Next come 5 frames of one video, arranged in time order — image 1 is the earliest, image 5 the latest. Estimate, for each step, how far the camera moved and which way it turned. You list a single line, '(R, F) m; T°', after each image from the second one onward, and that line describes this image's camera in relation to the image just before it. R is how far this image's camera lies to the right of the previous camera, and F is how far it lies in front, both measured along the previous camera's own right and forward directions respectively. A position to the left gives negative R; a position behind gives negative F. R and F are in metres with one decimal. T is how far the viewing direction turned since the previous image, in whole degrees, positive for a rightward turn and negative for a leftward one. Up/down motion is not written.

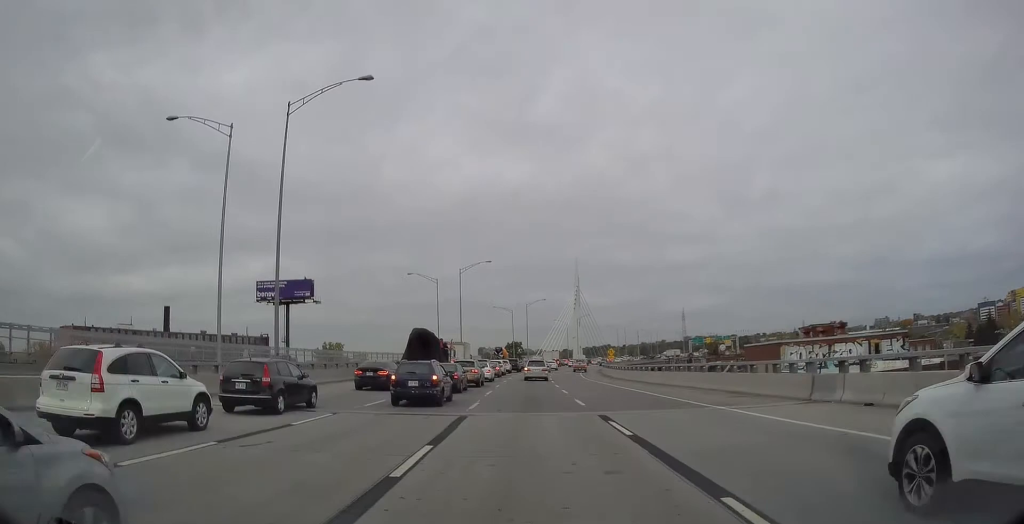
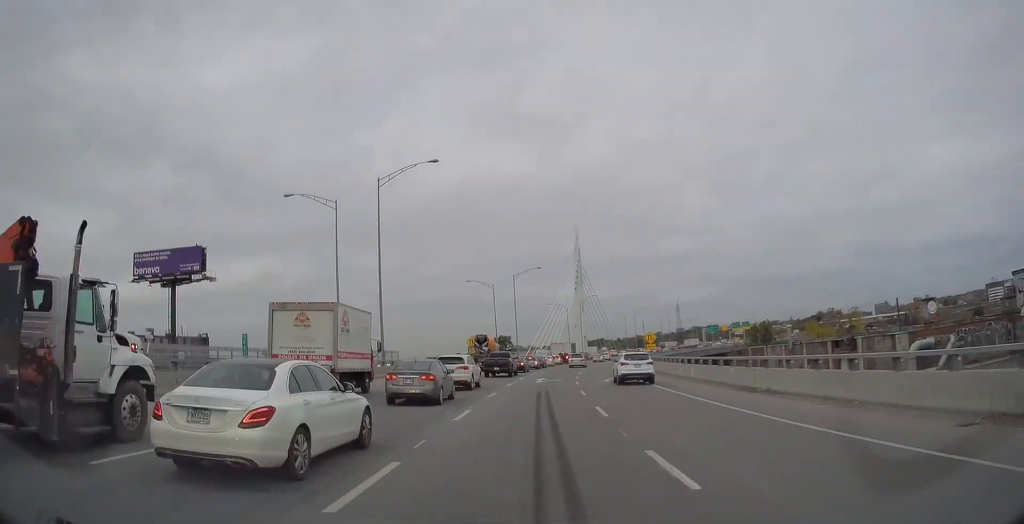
(+0.7, +48.4) m; +3°
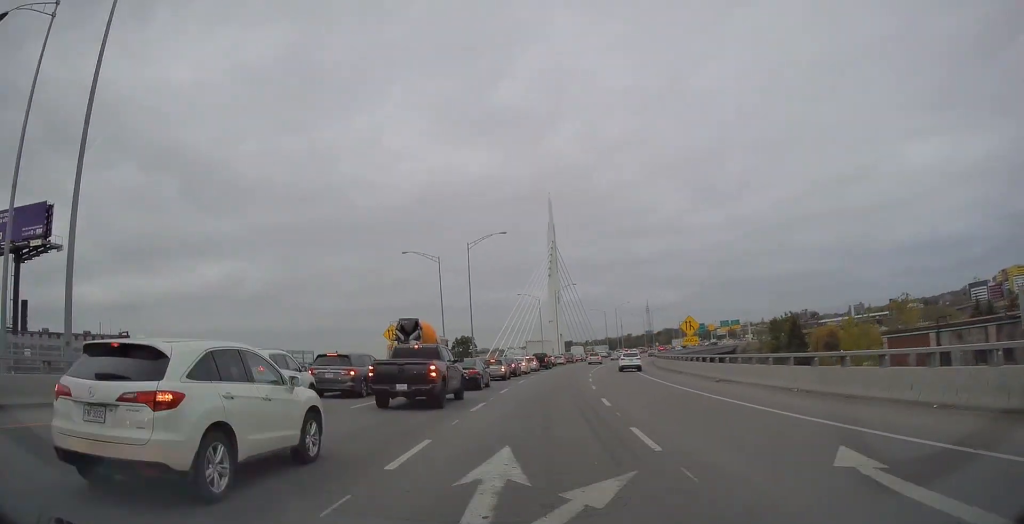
(+0.8, +32.4) m; +3°
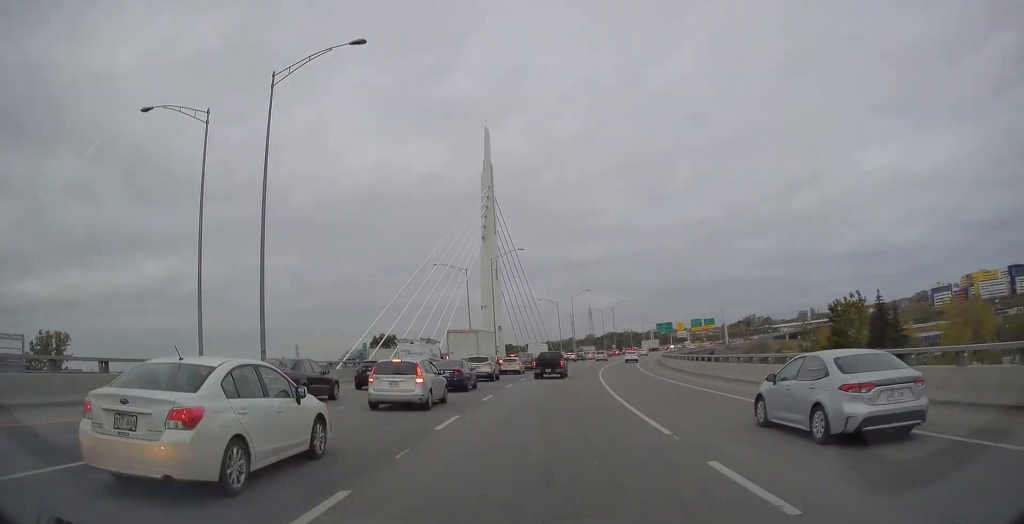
(+2.1, +48.2) m; +5°
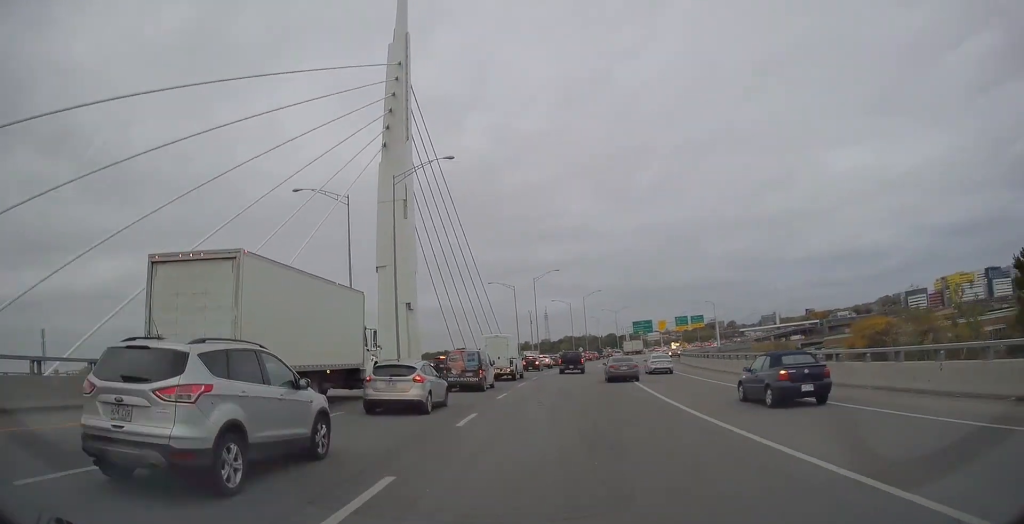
(+1.6, +42.5) m; +5°
